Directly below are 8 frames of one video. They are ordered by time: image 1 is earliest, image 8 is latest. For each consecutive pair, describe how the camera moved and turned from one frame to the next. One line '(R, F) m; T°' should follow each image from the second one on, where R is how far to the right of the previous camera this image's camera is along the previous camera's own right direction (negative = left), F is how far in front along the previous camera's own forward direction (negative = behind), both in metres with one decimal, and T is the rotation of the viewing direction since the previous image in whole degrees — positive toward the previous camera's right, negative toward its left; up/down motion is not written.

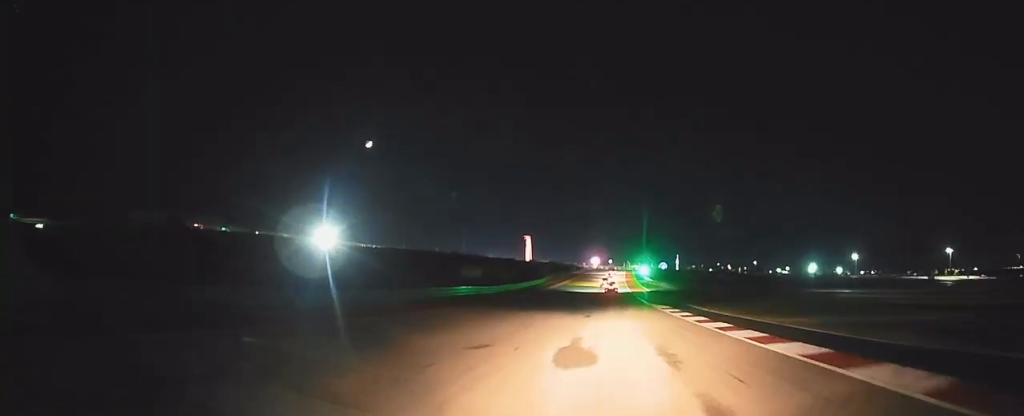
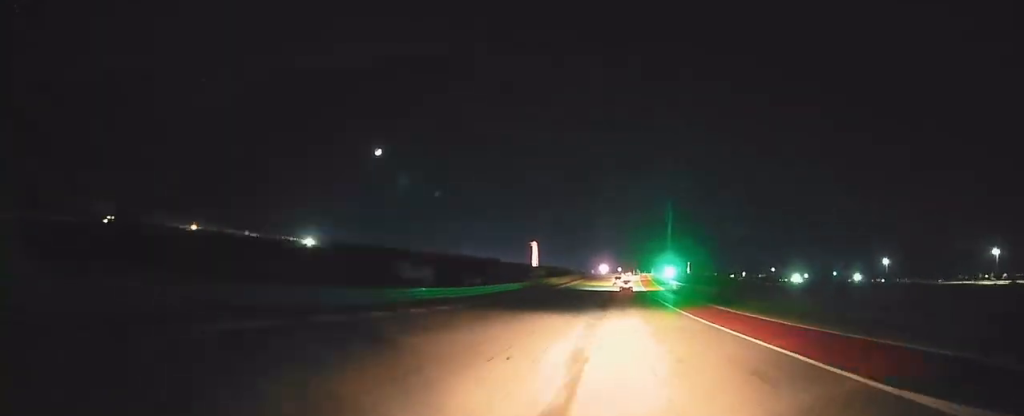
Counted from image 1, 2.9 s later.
(-0.2, +41.4) m; 0°
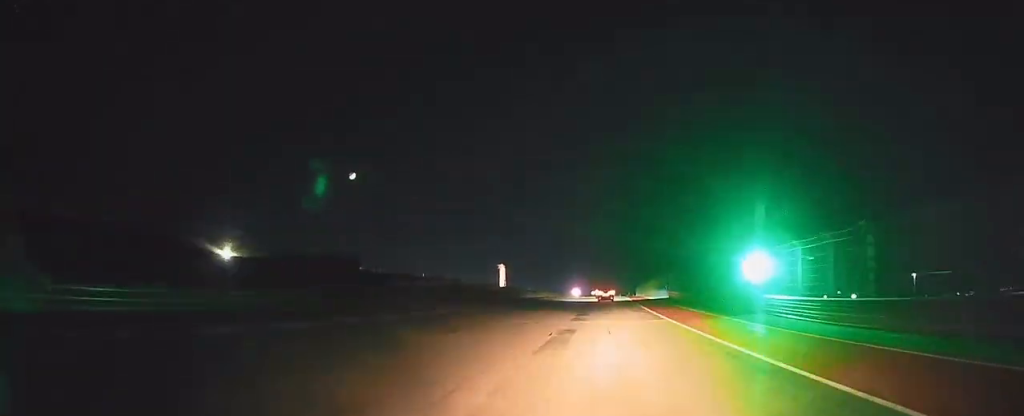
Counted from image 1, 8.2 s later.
(+1.2, +77.3) m; +2°
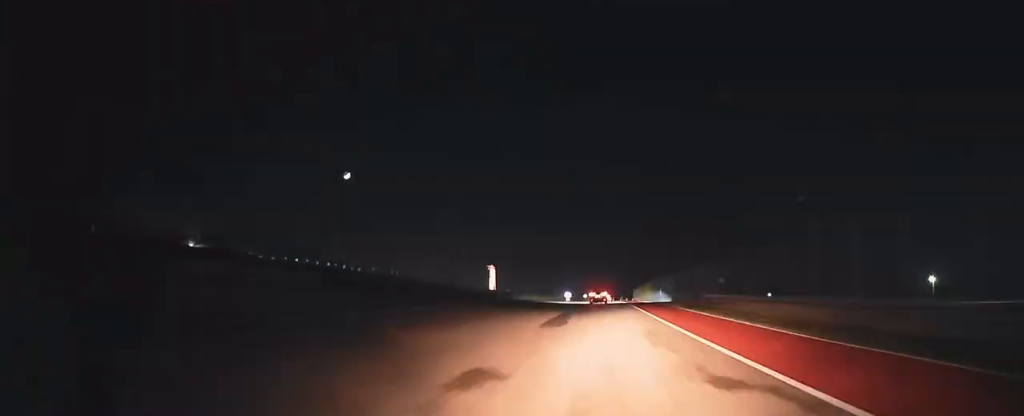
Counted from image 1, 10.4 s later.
(+0.7, +31.9) m; 0°
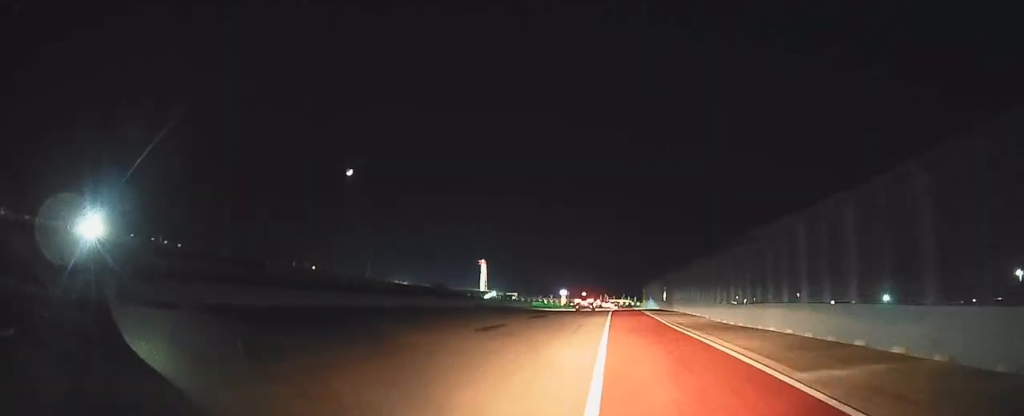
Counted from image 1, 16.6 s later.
(-0.1, +89.4) m; -1°
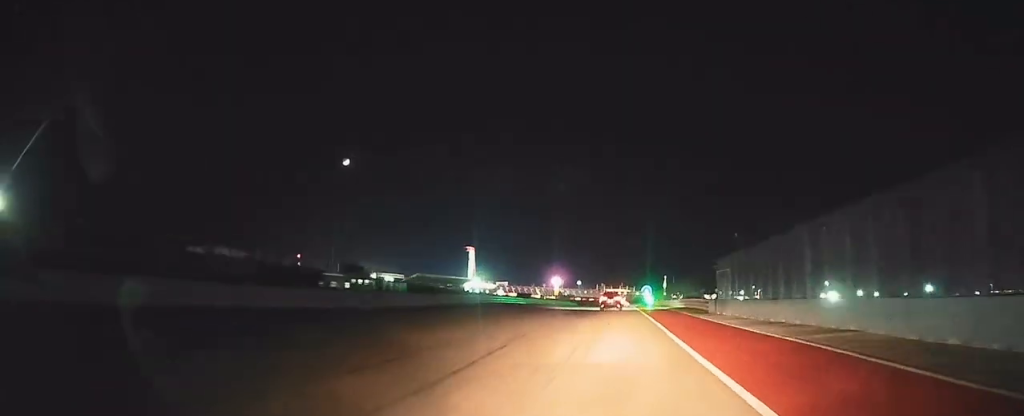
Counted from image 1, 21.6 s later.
(-0.3, +67.5) m; 0°
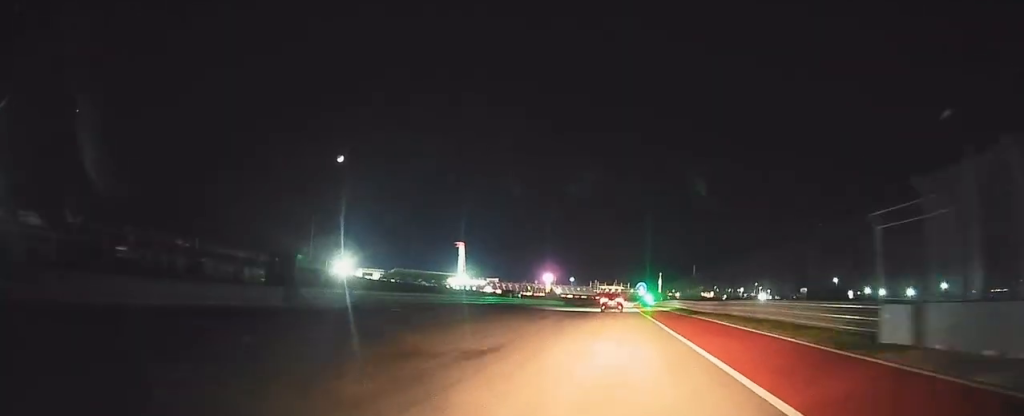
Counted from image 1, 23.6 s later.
(0.0, +27.5) m; +1°
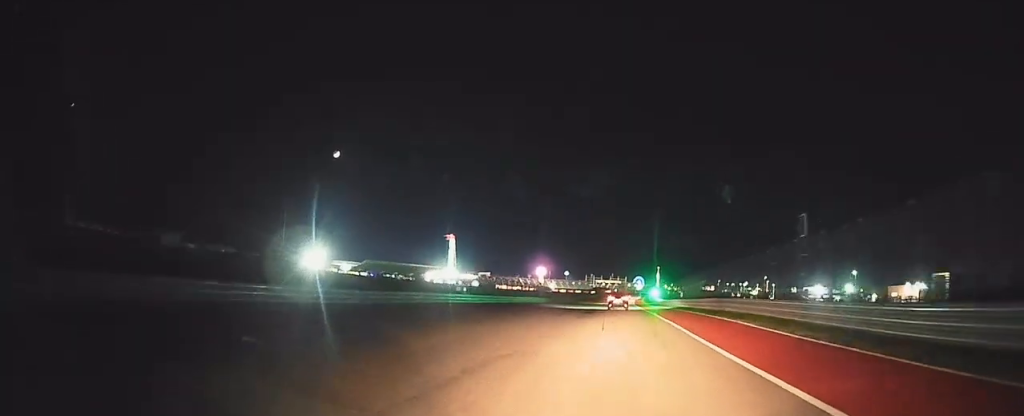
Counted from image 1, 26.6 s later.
(+0.4, +40.1) m; +1°
